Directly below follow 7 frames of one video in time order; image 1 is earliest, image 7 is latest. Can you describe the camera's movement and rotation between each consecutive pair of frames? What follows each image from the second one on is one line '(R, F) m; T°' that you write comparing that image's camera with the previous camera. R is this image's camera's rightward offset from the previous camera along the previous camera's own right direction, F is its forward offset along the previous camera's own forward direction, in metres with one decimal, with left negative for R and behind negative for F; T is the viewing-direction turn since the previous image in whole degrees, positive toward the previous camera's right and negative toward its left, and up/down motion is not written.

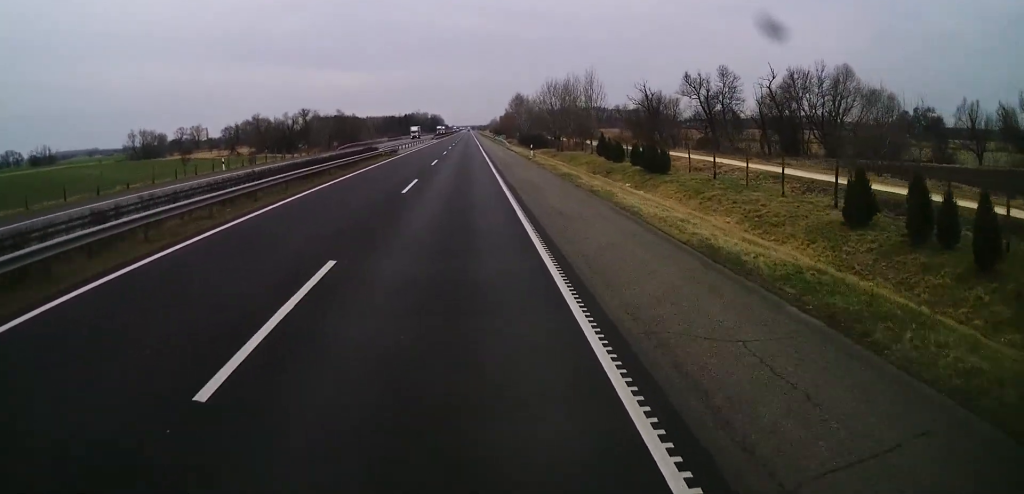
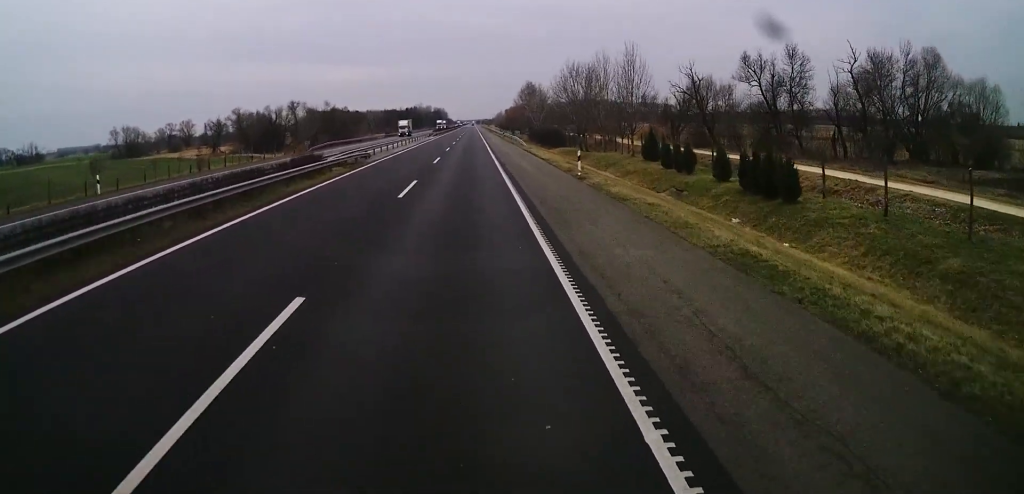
(-0.2, +20.9) m; -1°
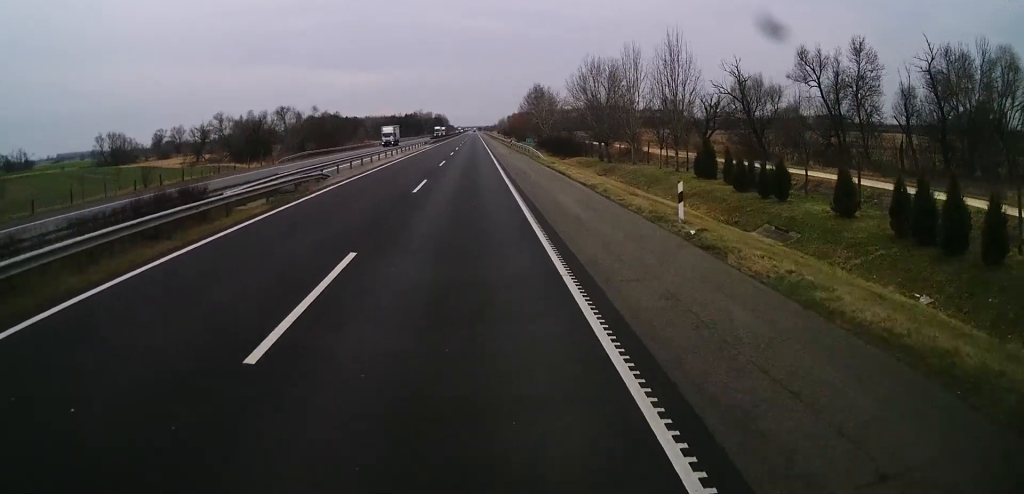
(0.0, +14.7) m; +1°
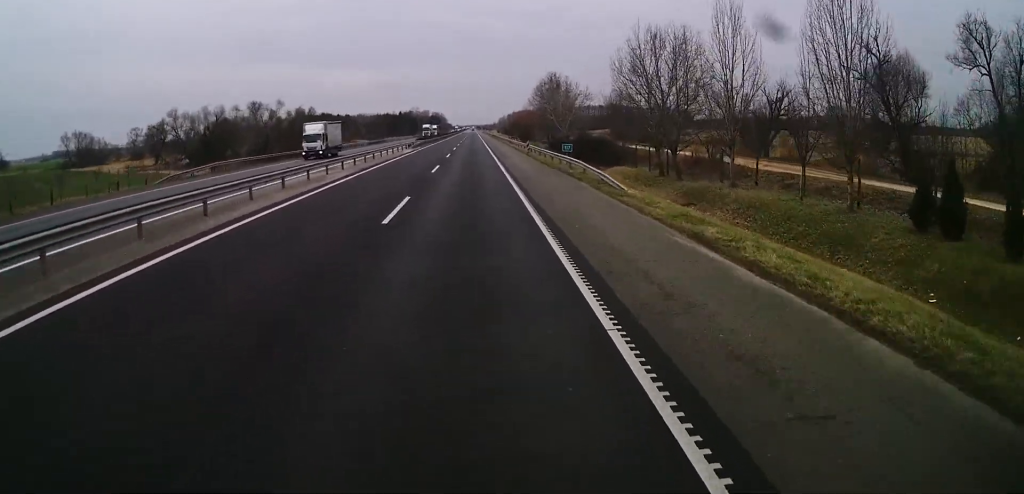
(+0.4, +26.9) m; 0°
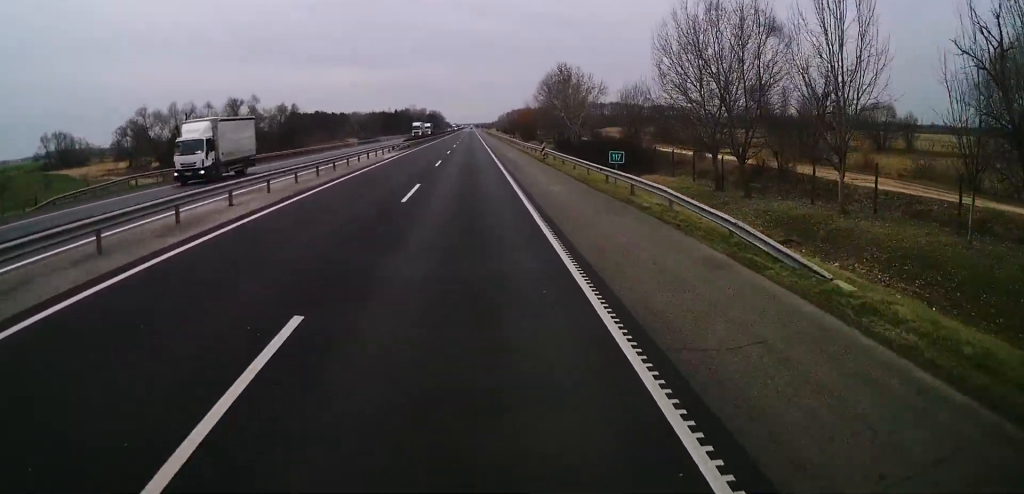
(-0.2, +13.9) m; -1°
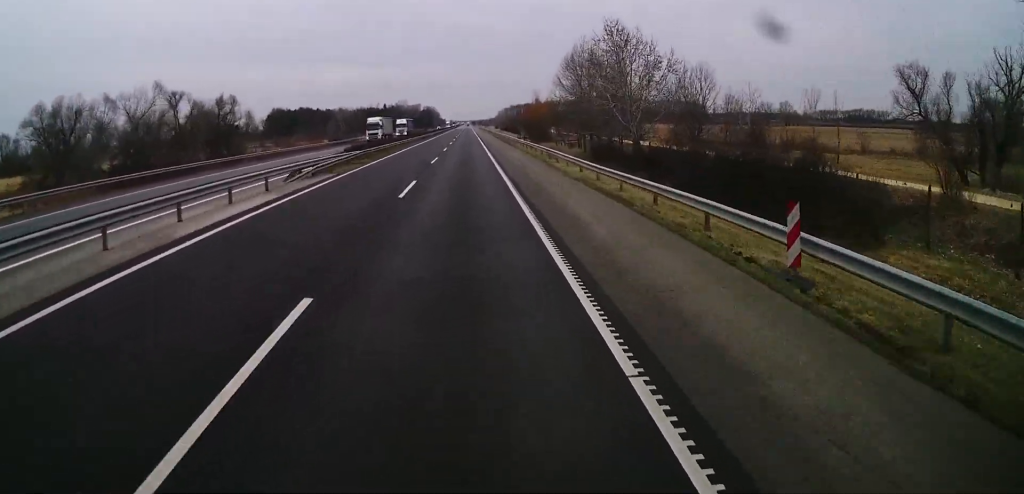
(-0.2, +35.6) m; 0°
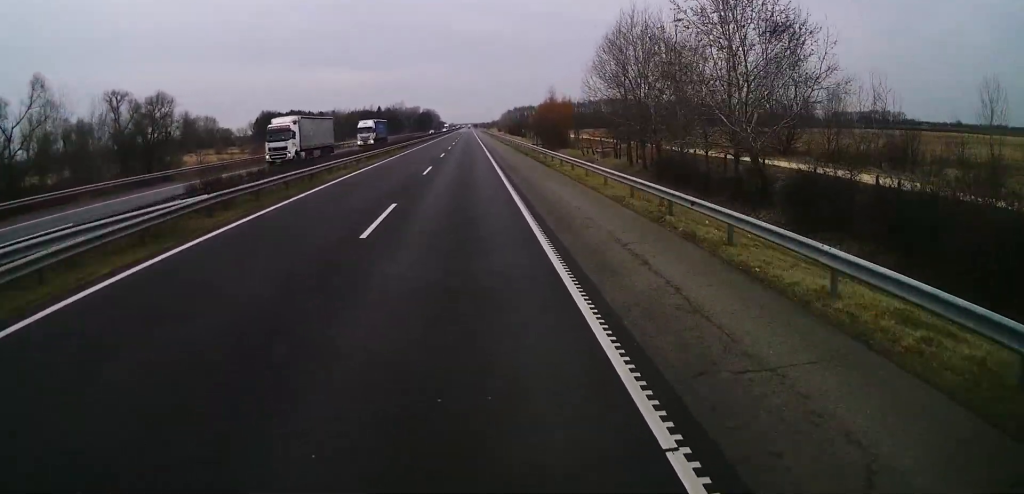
(0.0, +25.6) m; 0°
